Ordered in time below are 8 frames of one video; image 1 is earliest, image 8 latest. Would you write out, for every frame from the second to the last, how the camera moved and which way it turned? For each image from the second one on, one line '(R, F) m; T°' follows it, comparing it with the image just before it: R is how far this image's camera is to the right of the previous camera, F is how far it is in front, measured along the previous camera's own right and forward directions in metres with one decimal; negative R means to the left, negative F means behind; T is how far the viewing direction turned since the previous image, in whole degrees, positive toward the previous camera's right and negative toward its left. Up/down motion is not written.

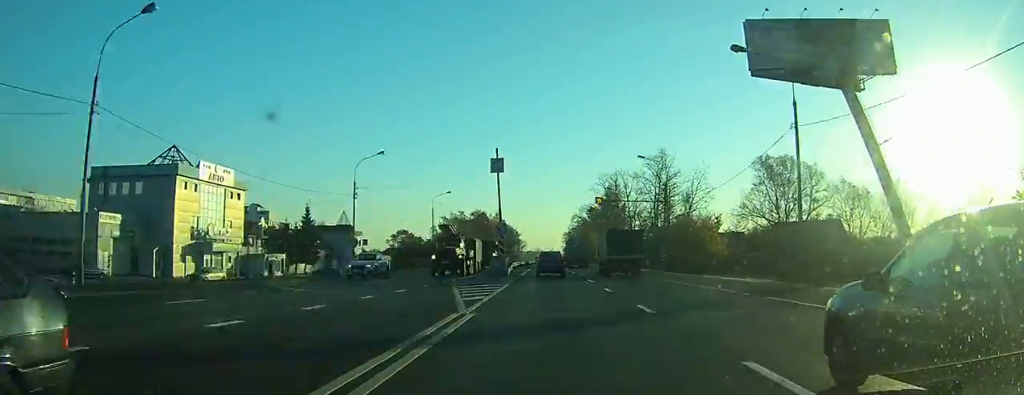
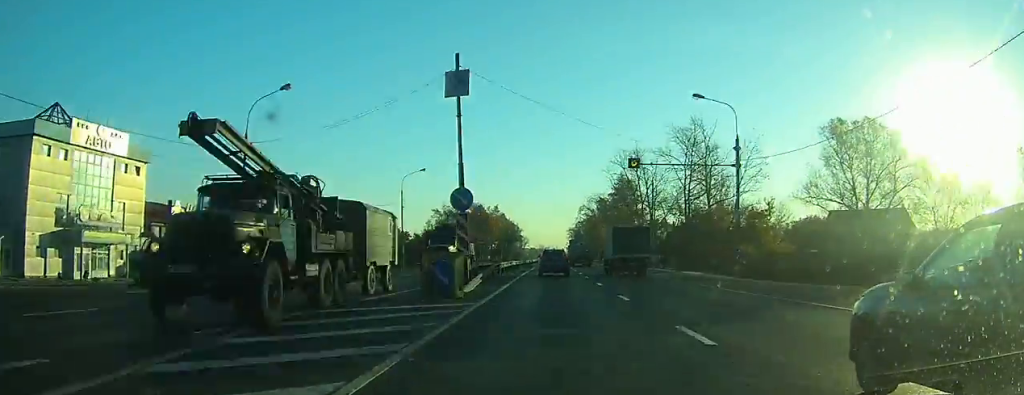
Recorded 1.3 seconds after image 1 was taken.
(0.0, +21.7) m; 0°
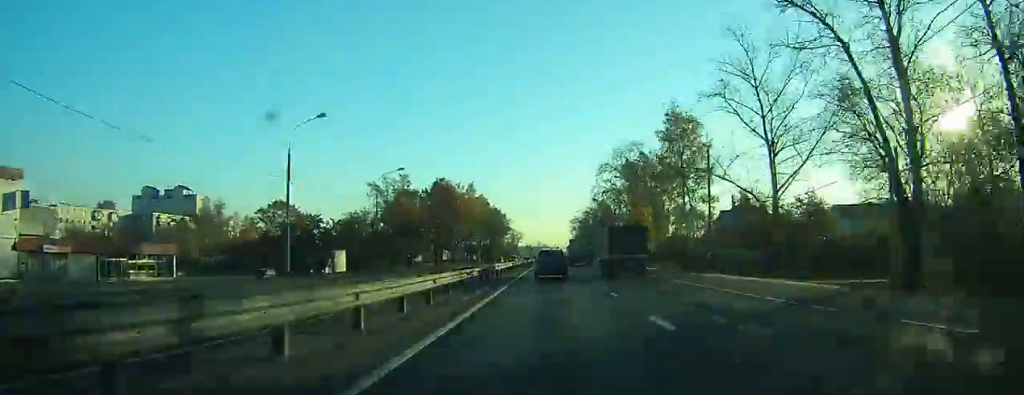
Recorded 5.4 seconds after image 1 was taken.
(-0.1, +63.4) m; 0°
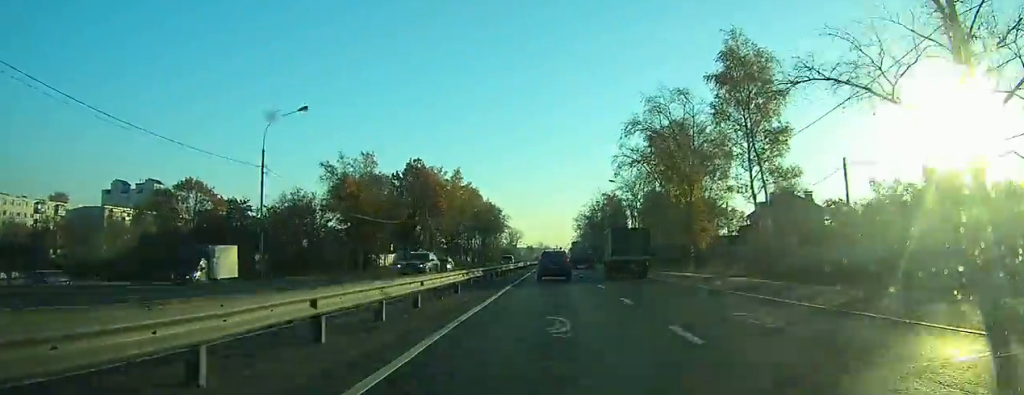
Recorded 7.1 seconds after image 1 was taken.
(-0.1, +25.2) m; 0°
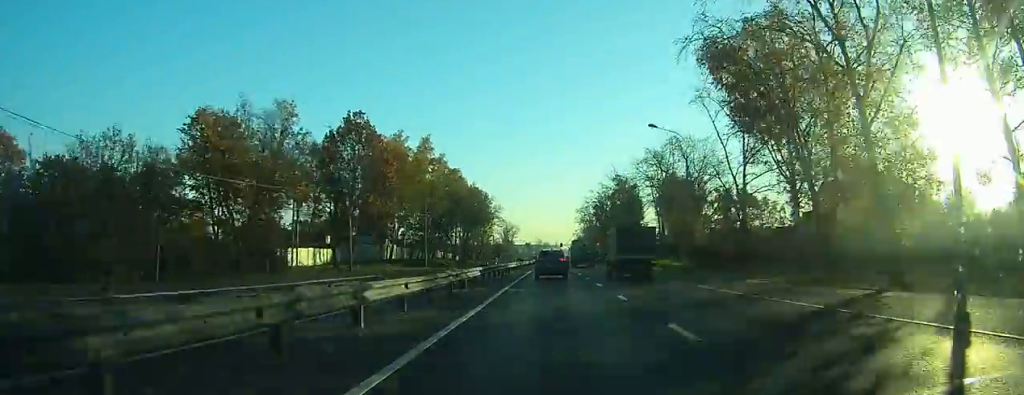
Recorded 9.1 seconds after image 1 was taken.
(-0.1, +31.7) m; 0°
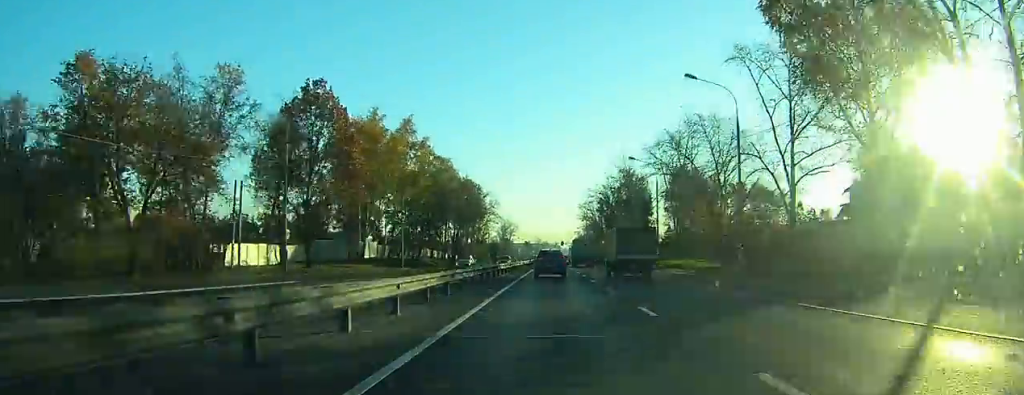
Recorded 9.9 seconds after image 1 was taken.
(0.0, +13.3) m; 0°
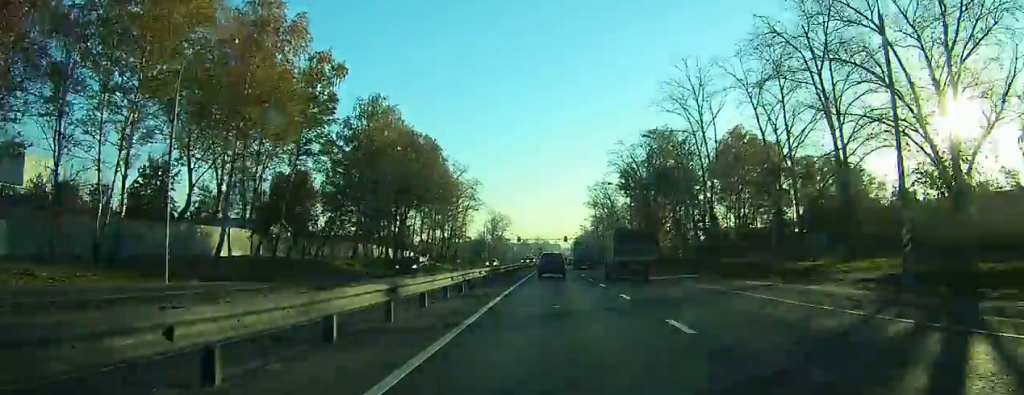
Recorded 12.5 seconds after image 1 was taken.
(+0.1, +44.6) m; 0°
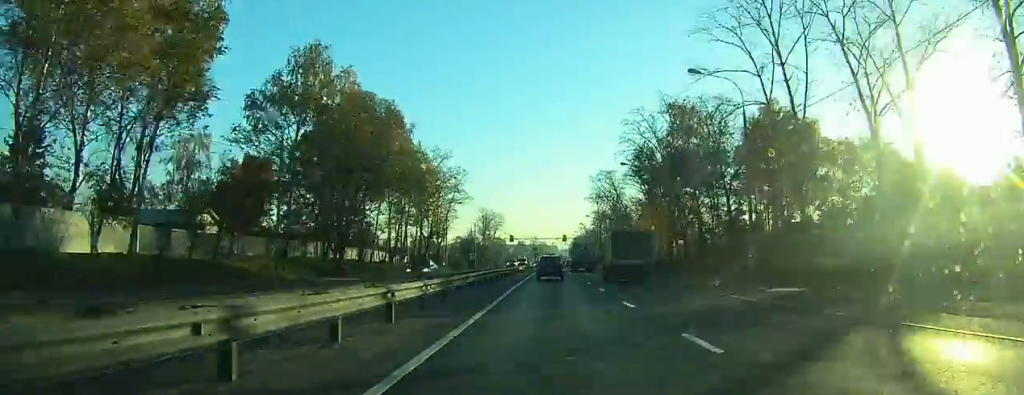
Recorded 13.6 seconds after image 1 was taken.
(0.0, +17.5) m; 0°
